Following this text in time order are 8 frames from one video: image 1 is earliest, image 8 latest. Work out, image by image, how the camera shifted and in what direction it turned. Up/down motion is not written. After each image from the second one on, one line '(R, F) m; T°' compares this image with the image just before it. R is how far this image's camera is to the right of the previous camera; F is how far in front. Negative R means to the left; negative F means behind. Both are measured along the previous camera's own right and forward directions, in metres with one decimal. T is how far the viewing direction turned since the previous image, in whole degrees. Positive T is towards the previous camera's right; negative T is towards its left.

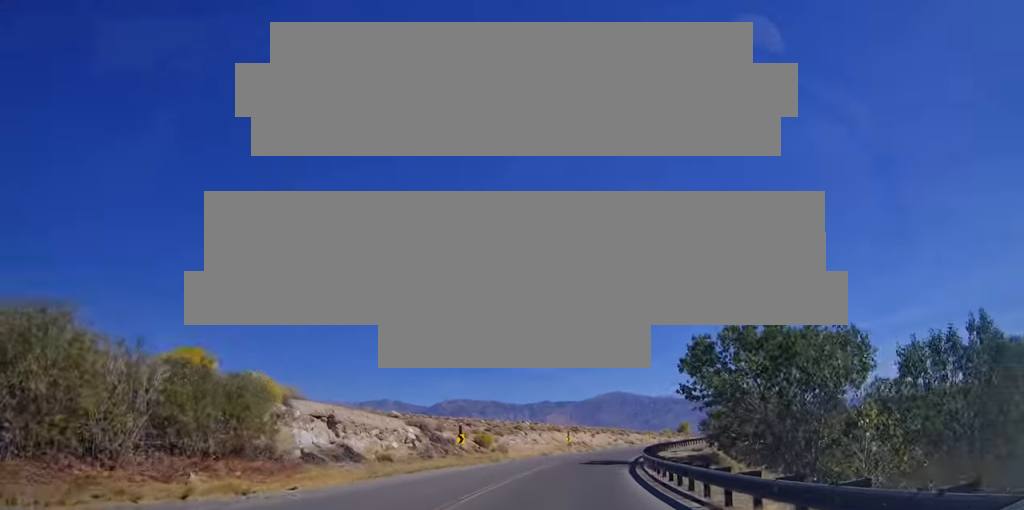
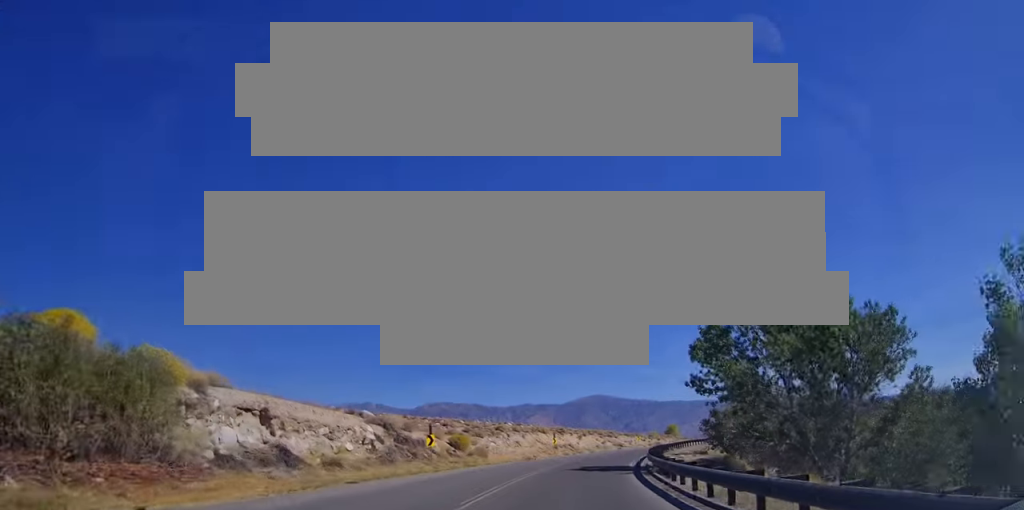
(0.0, +5.7) m; +2°
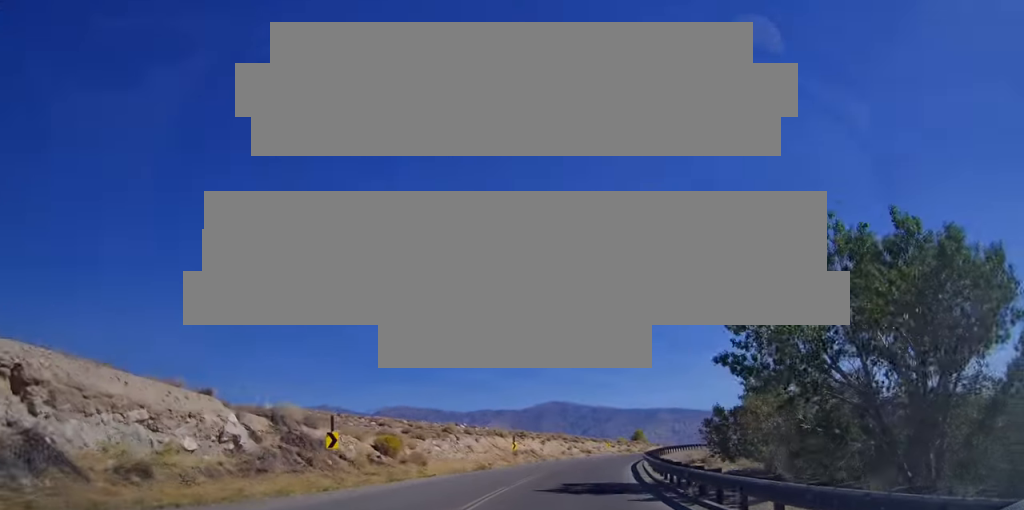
(+0.3, +10.8) m; +4°
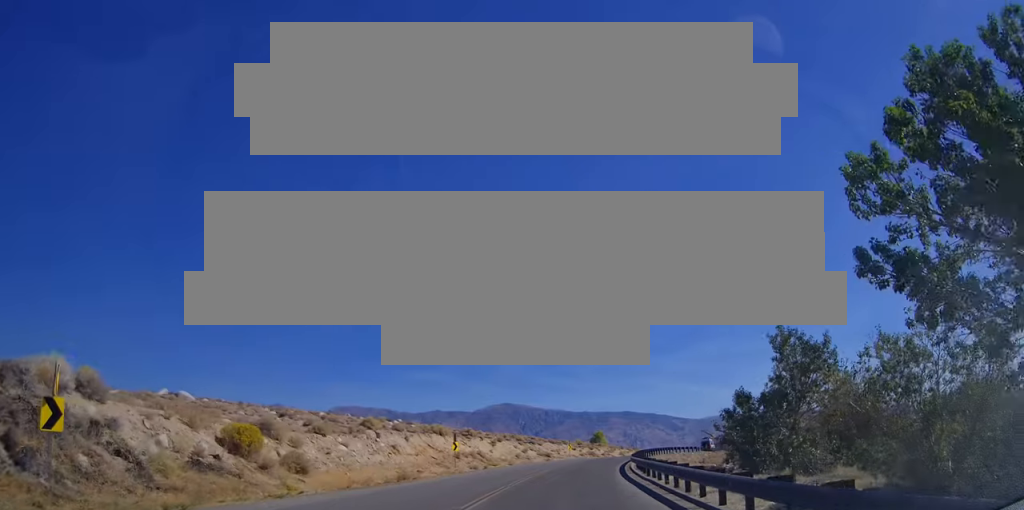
(+0.7, +12.1) m; +4°
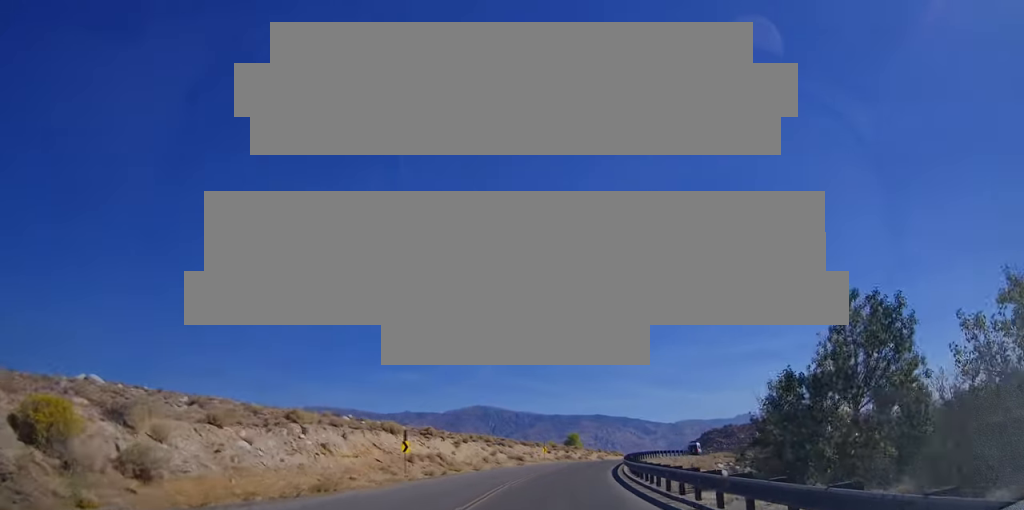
(-0.1, +7.9) m; +2°
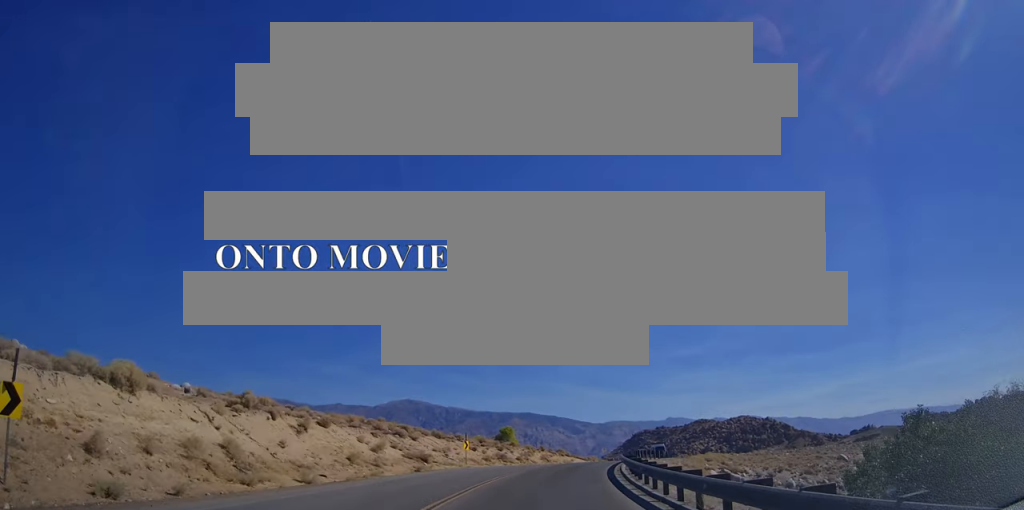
(+2.0, +23.2) m; +11°
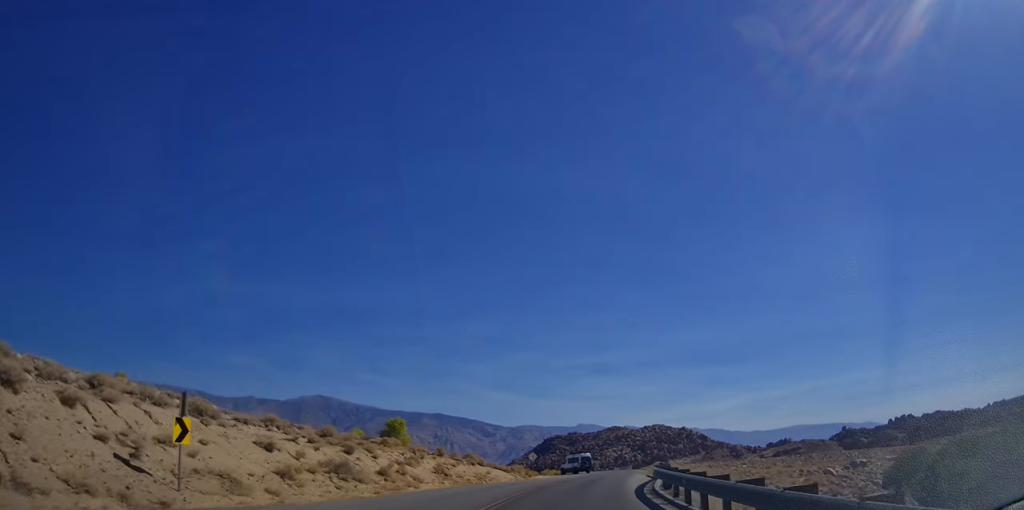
(+2.4, +28.6) m; +7°
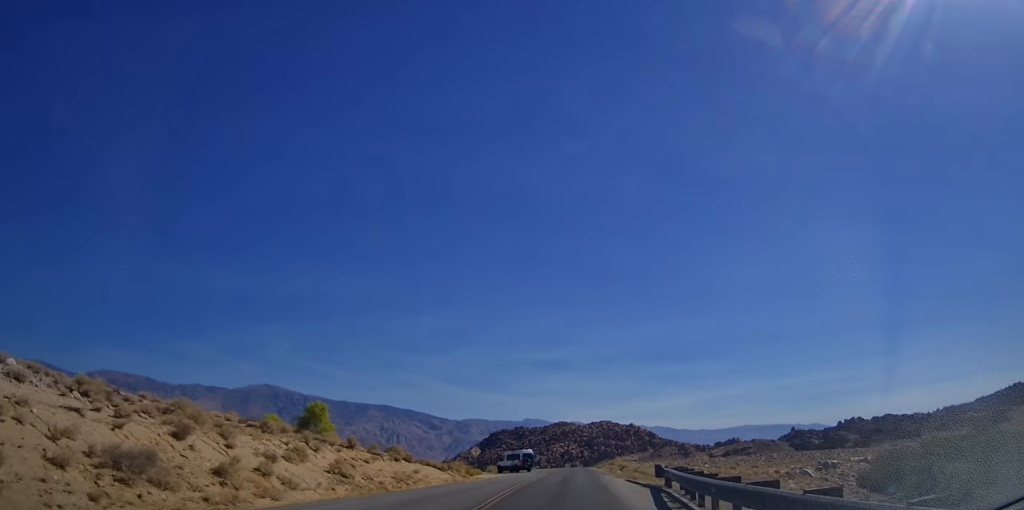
(+0.1, +11.1) m; +4°
